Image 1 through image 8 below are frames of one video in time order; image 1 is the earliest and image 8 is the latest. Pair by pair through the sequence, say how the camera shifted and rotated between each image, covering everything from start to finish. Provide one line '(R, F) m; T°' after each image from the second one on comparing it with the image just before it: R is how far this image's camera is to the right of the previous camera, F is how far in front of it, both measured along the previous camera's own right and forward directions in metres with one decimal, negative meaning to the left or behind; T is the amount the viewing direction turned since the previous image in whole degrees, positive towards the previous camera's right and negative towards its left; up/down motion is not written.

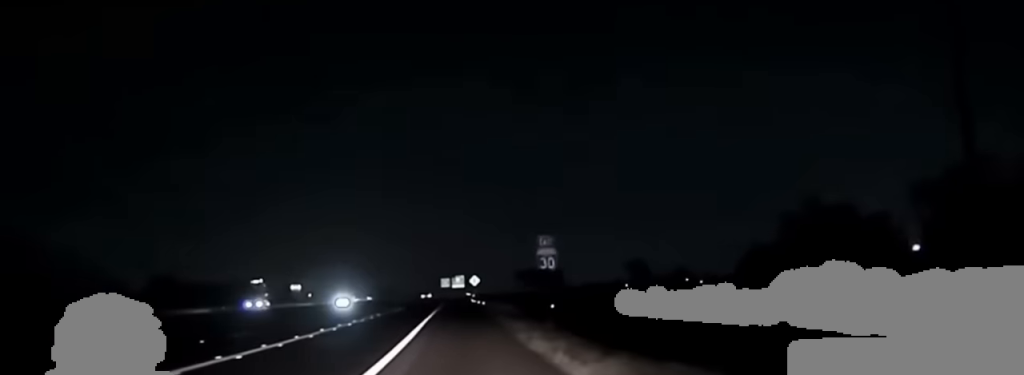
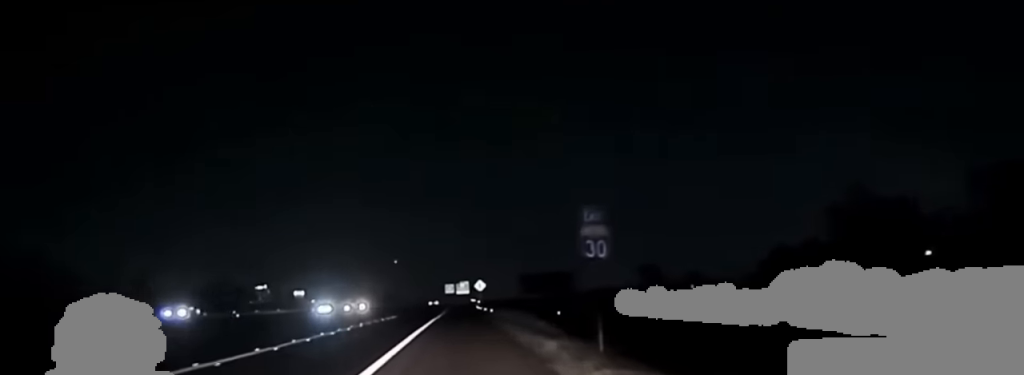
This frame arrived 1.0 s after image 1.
(+0.1, +11.0) m; 0°
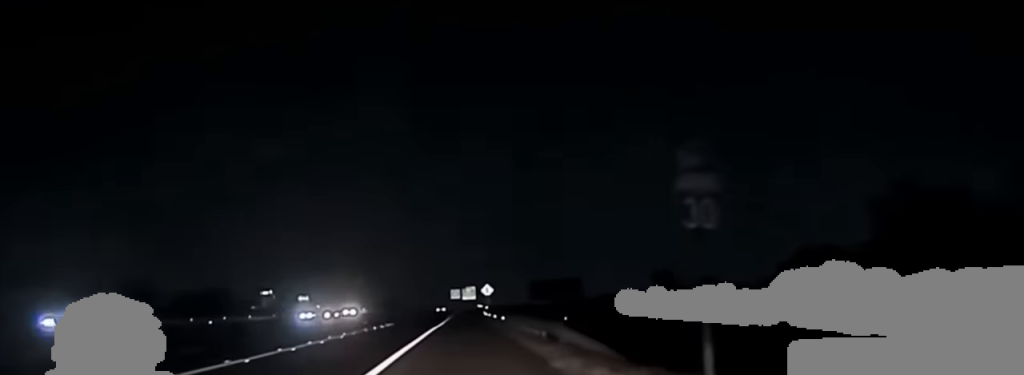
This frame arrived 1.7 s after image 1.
(0.0, +8.2) m; 0°
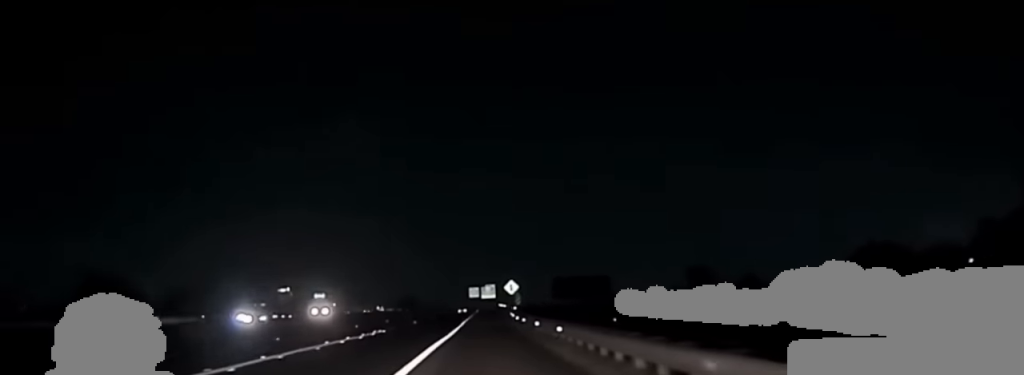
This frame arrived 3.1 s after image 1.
(0.0, +19.1) m; 0°
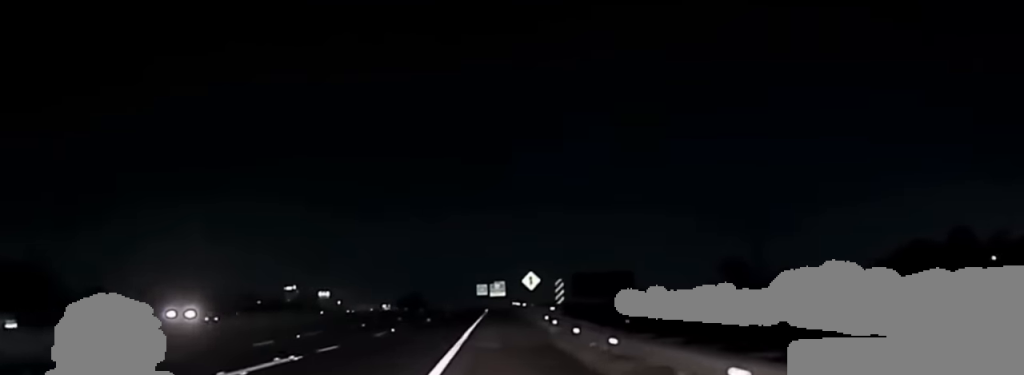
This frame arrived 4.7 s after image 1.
(-0.4, +26.7) m; -2°
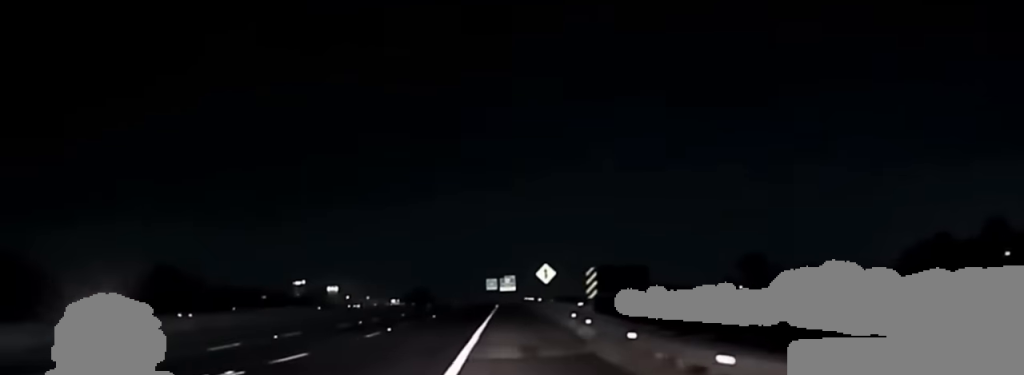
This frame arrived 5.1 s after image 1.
(0.0, +7.7) m; 0°
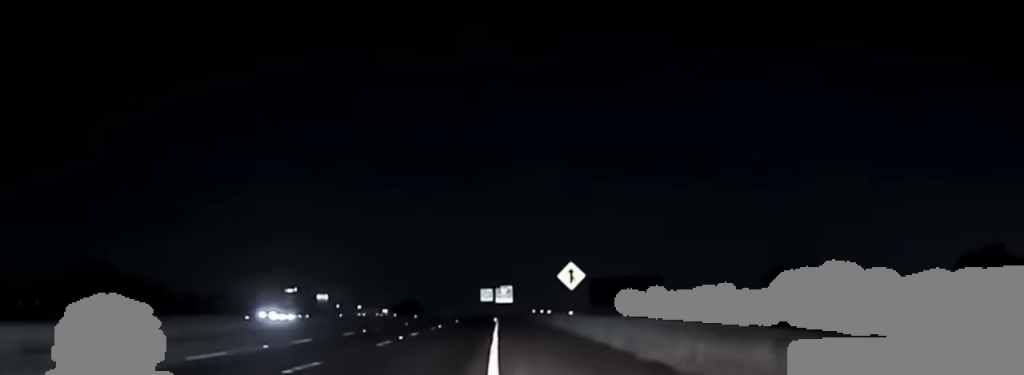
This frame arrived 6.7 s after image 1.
(+0.1, +27.4) m; +1°
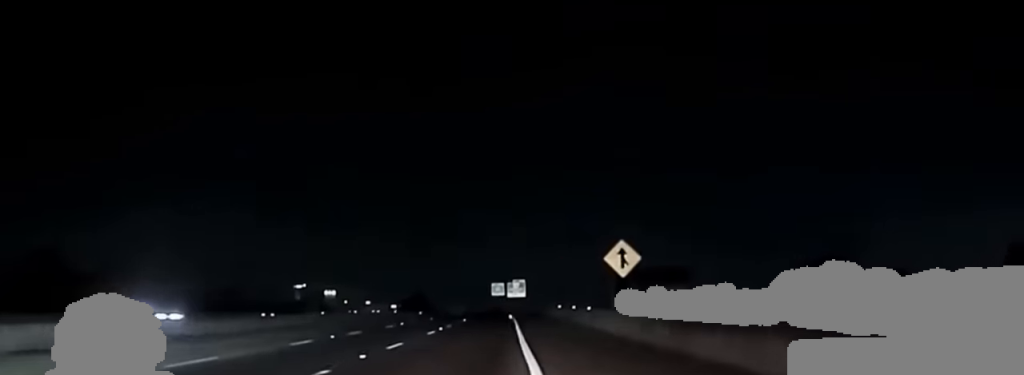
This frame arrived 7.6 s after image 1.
(+0.2, +15.8) m; 0°
